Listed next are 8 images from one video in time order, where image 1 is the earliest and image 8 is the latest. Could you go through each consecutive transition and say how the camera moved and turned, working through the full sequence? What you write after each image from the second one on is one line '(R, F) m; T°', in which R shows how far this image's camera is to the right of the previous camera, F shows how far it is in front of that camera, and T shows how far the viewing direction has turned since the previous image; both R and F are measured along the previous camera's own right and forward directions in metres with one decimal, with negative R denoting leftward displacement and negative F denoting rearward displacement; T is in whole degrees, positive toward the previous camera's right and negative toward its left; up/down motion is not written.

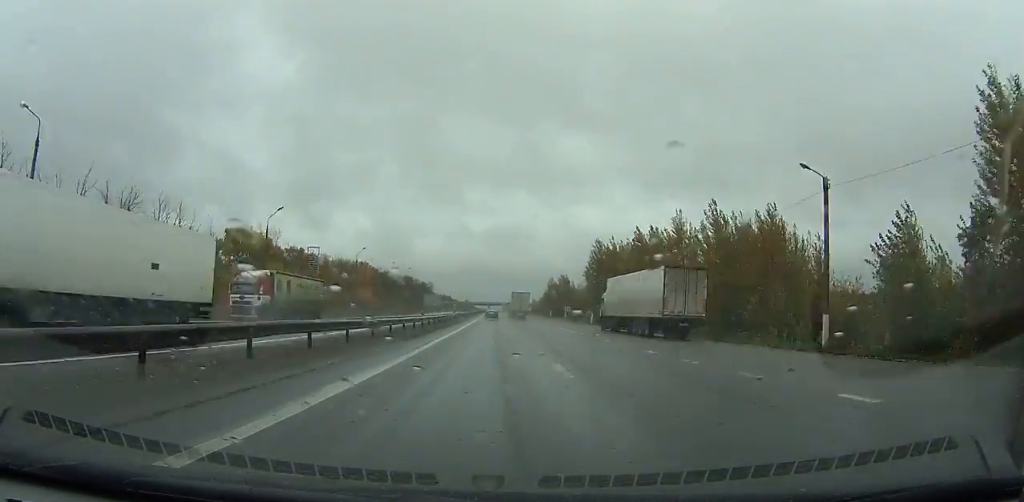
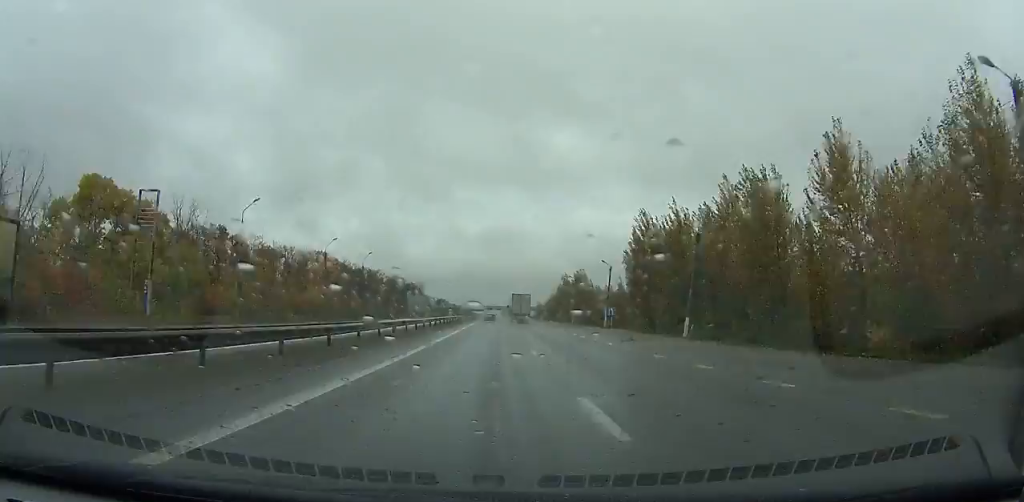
(0.0, +41.1) m; 0°
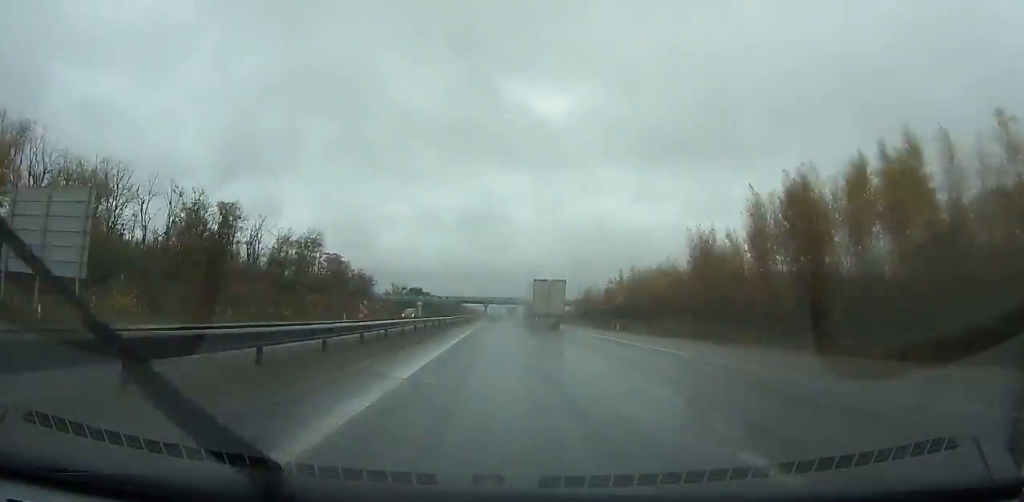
(+0.5, +159.3) m; 0°
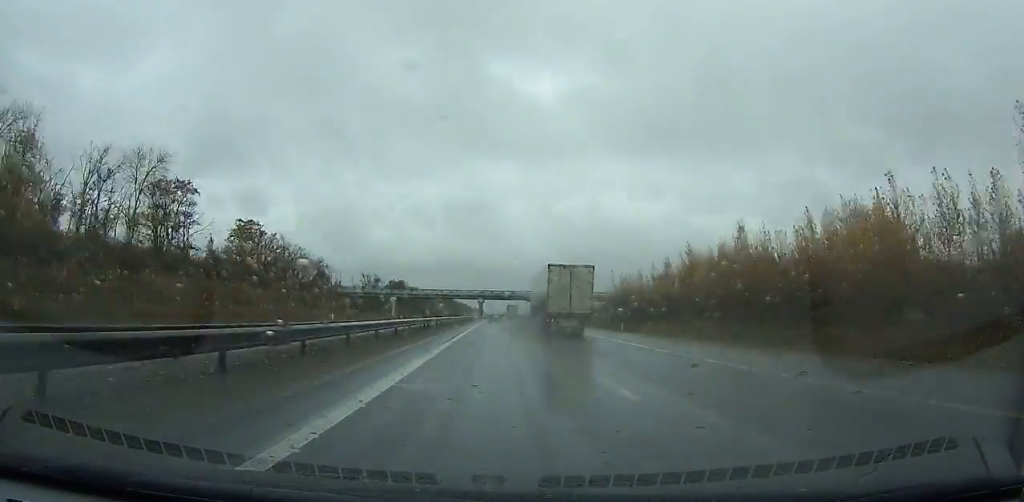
(+0.1, +53.5) m; 0°
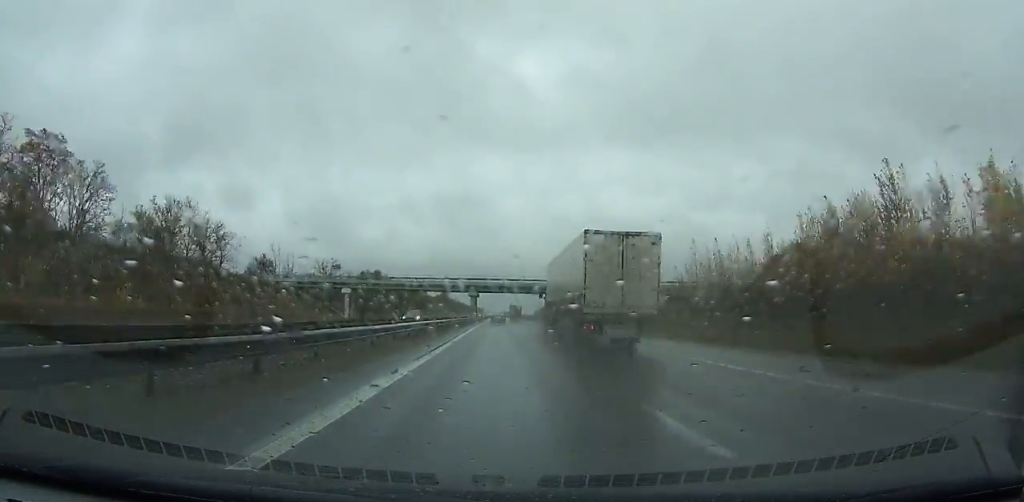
(+0.1, +51.9) m; 0°
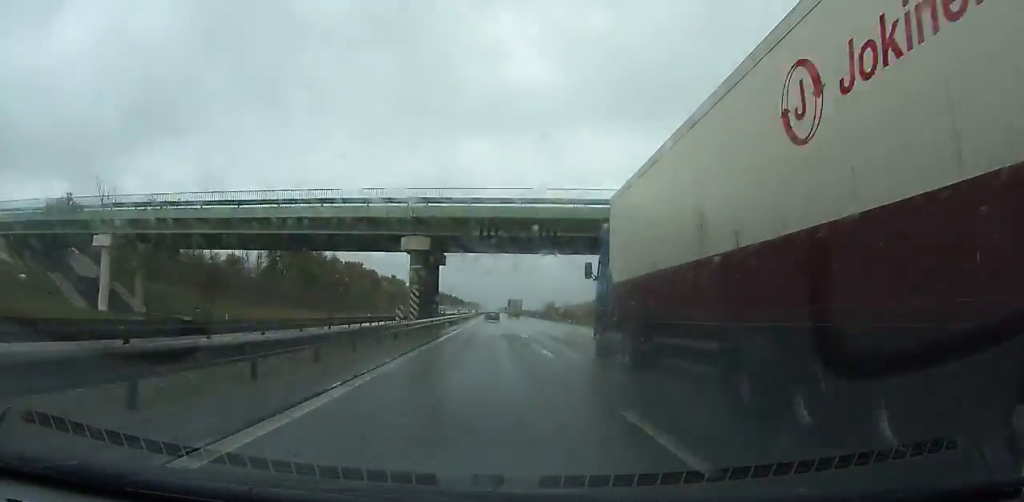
(0.0, +72.8) m; 0°
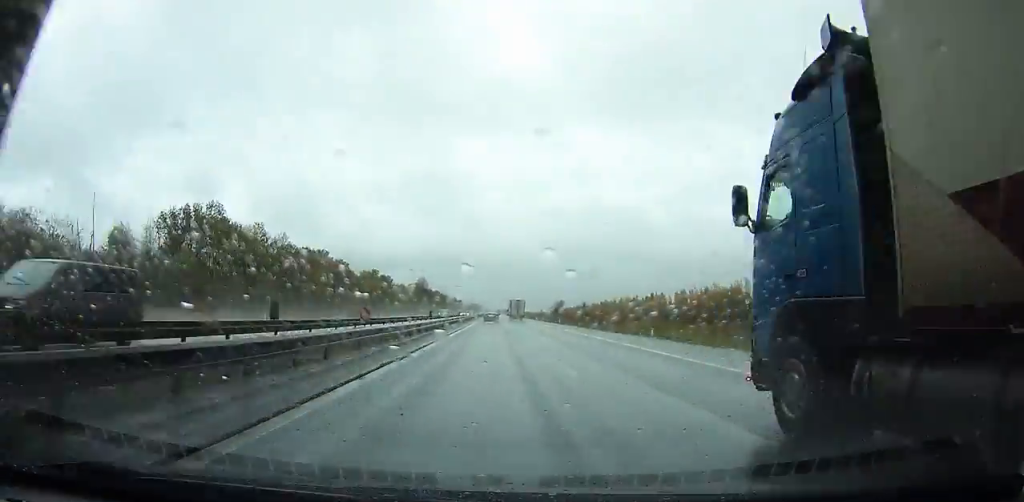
(-0.1, +41.2) m; 0°
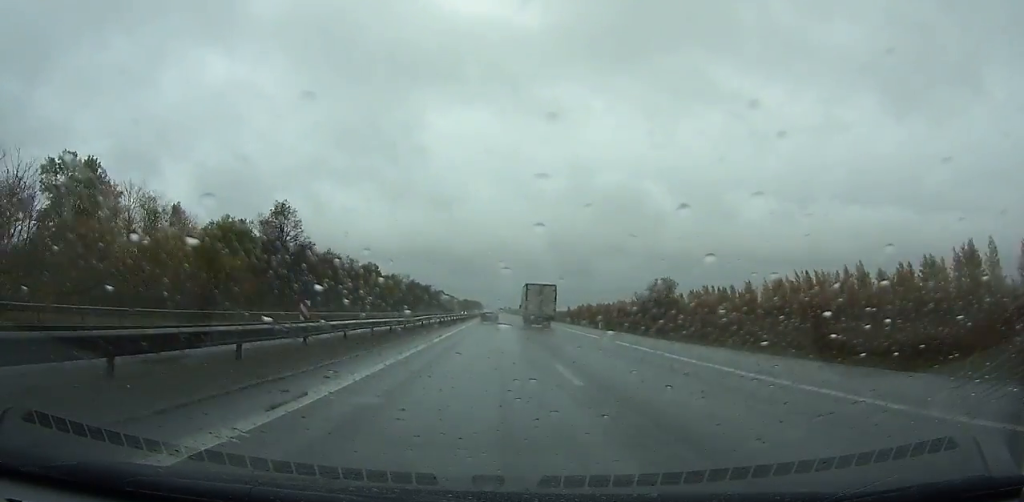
(-0.2, +179.7) m; 0°
